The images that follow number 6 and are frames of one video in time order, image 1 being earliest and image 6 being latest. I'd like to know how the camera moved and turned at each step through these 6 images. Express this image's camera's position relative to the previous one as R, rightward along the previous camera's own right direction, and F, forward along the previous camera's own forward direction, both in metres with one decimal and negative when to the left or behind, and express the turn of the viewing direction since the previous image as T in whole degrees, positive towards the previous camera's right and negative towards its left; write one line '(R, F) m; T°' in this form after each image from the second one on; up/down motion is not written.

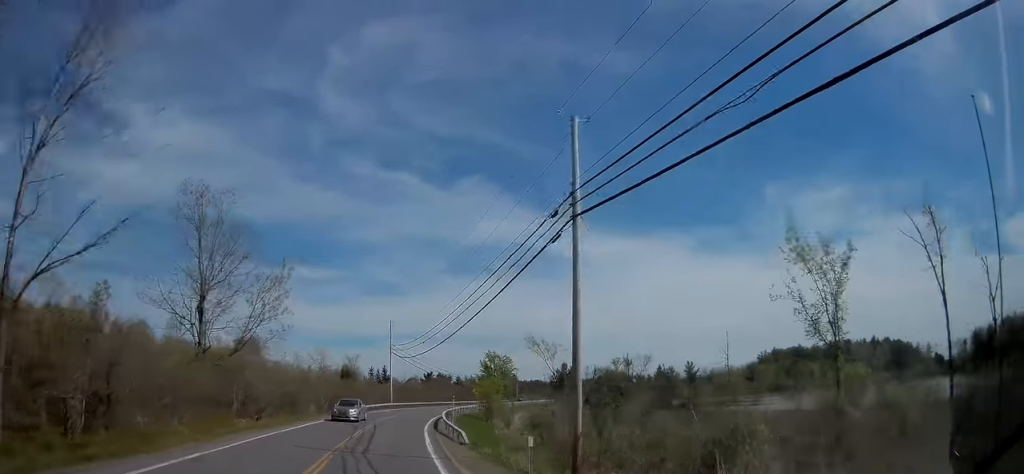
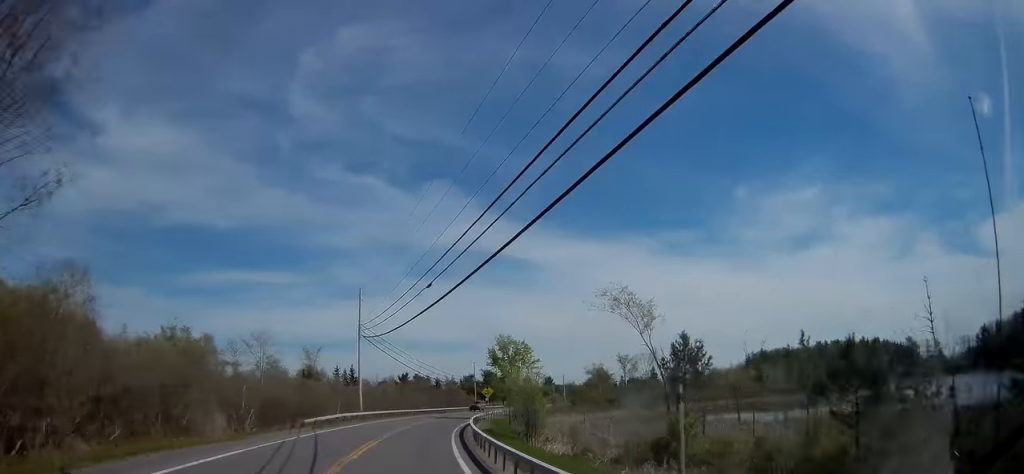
(+0.5, +27.8) m; +3°
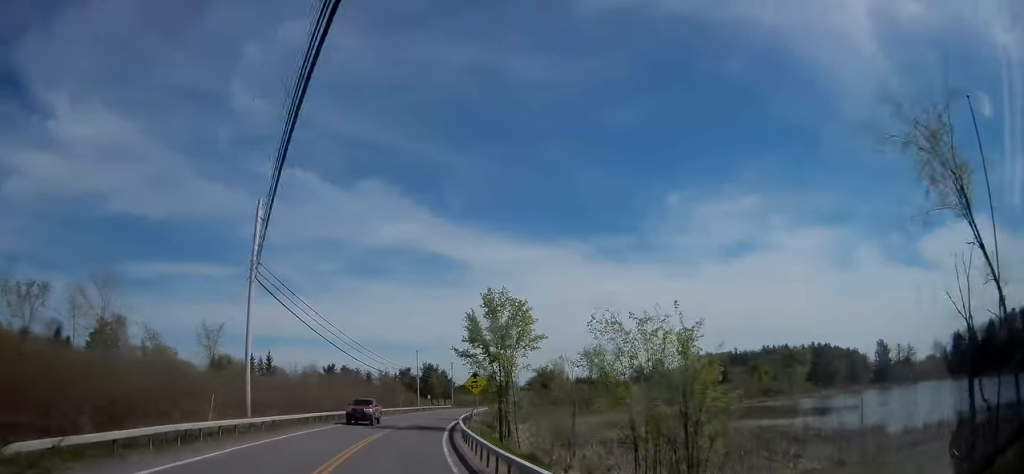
(+0.8, +25.4) m; +4°
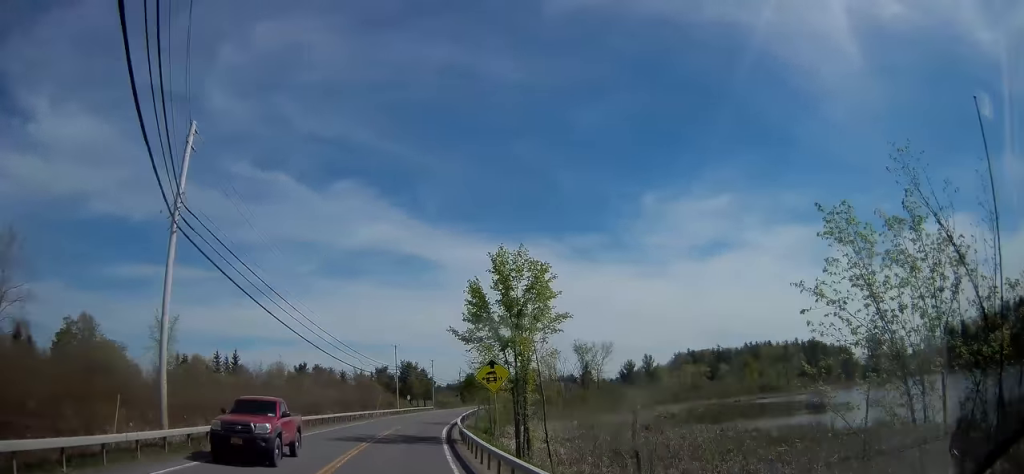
(0.0, +10.1) m; +2°
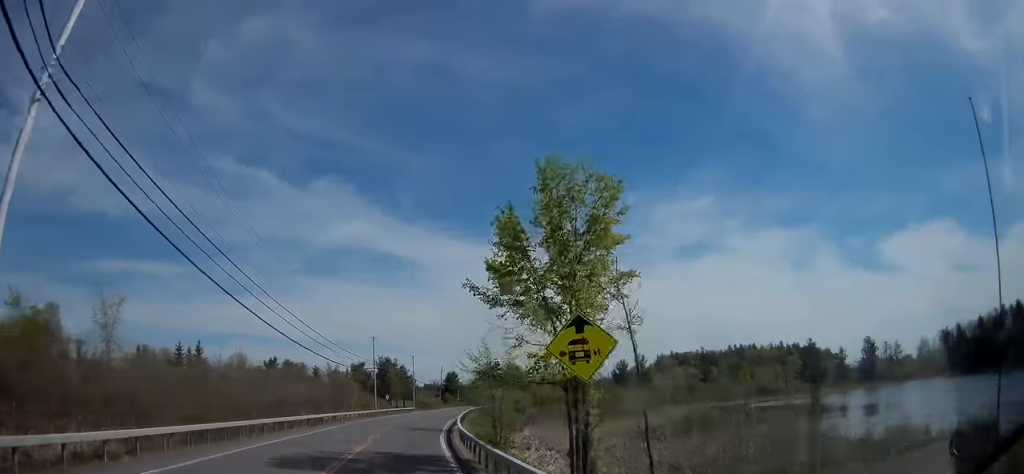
(+0.4, +10.7) m; +3°
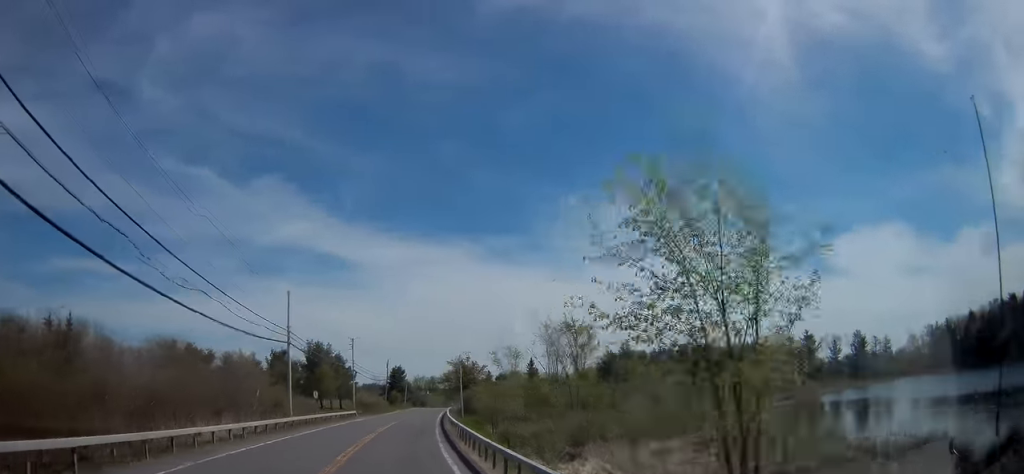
(+1.8, +29.2) m; +7°
